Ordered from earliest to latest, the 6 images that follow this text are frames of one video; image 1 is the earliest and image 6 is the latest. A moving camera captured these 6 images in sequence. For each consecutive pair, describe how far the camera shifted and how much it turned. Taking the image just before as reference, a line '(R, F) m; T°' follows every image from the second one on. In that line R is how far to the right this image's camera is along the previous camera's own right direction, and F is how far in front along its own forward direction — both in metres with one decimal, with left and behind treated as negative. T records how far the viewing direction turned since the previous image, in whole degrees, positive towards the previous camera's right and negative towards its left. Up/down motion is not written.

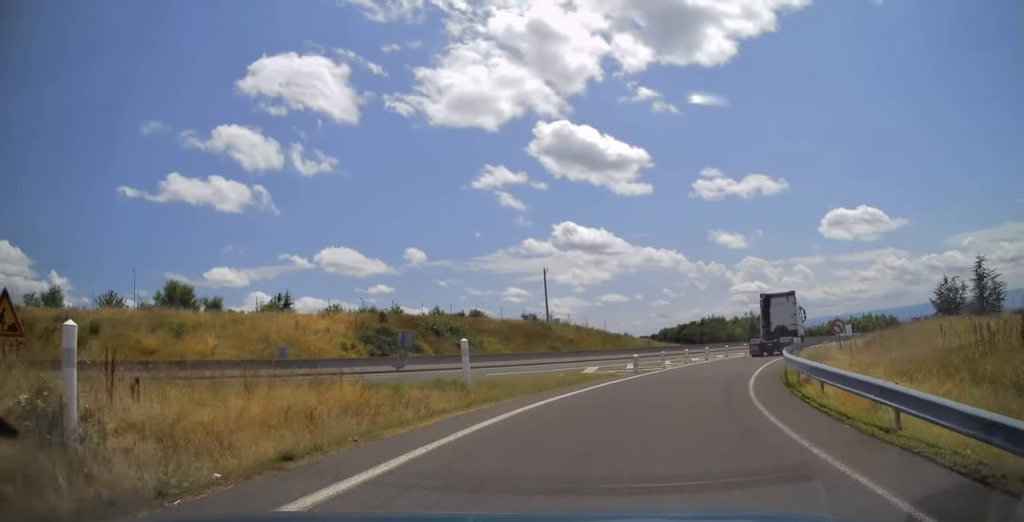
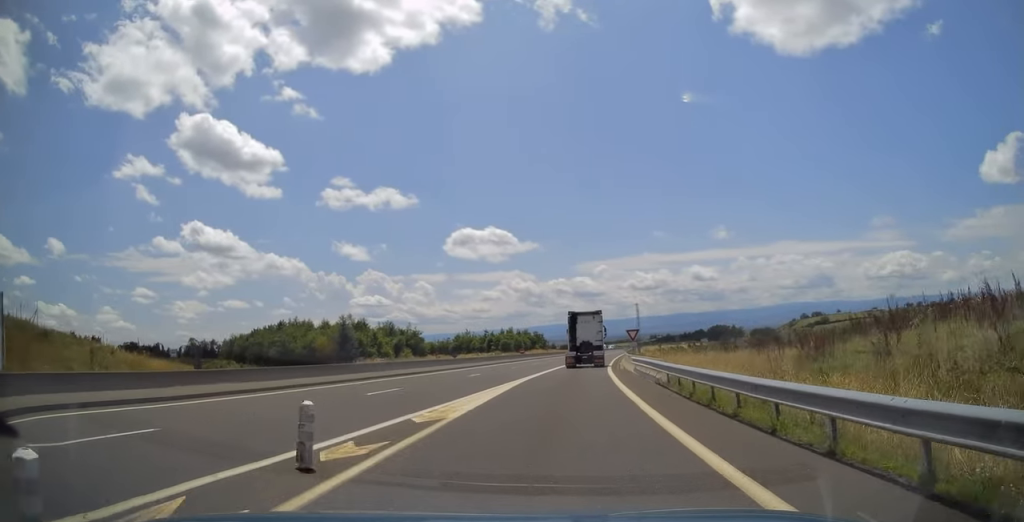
(+19.0, +40.6) m; +43°
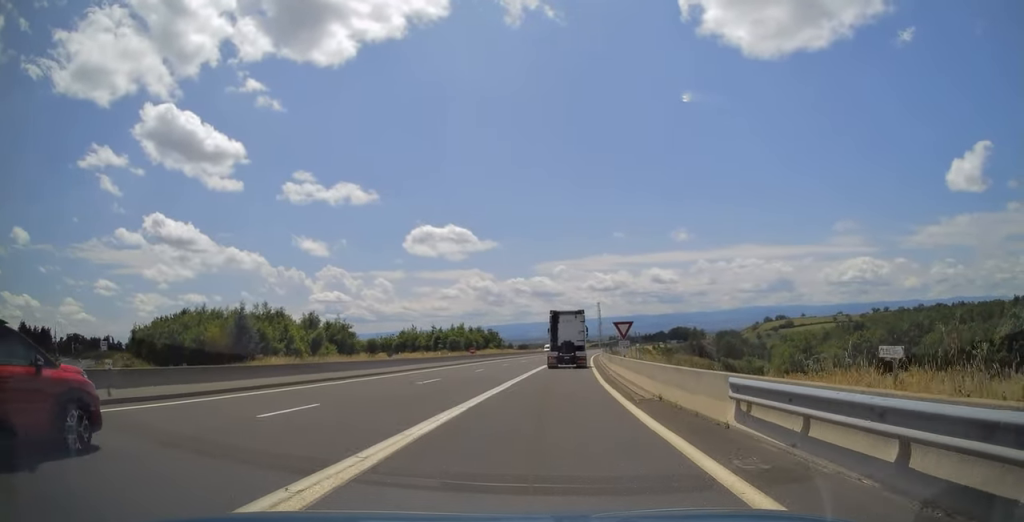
(+0.9, +18.4) m; +5°
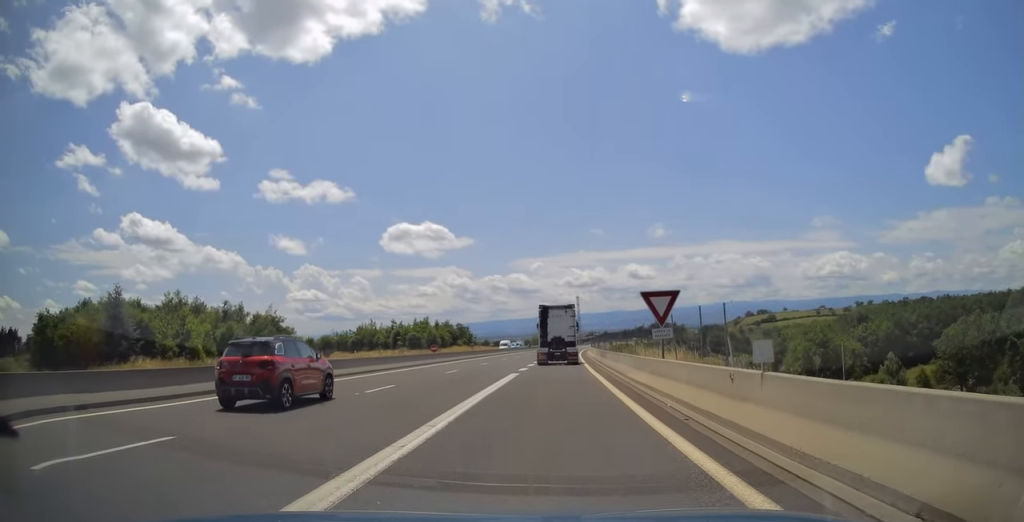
(+0.7, +17.6) m; +3°
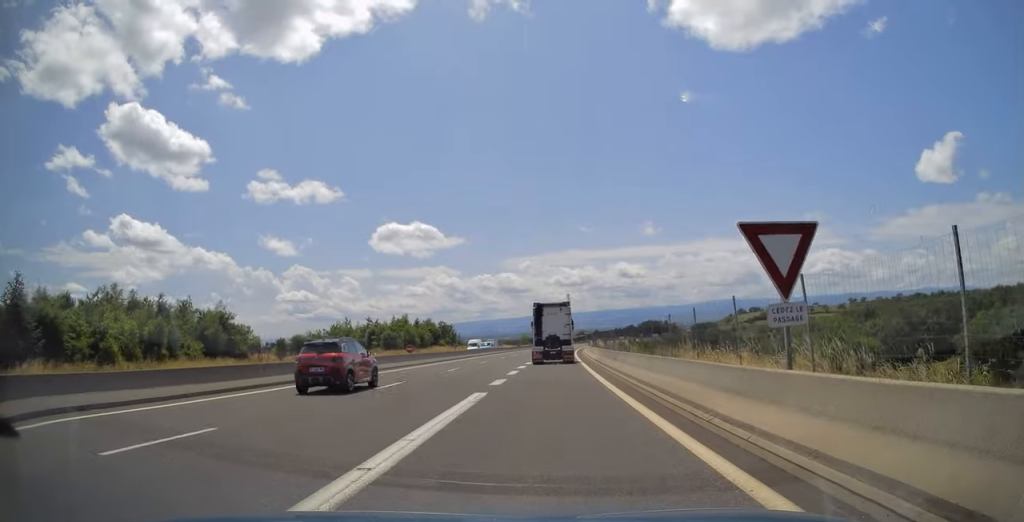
(+0.1, +10.9) m; +1°
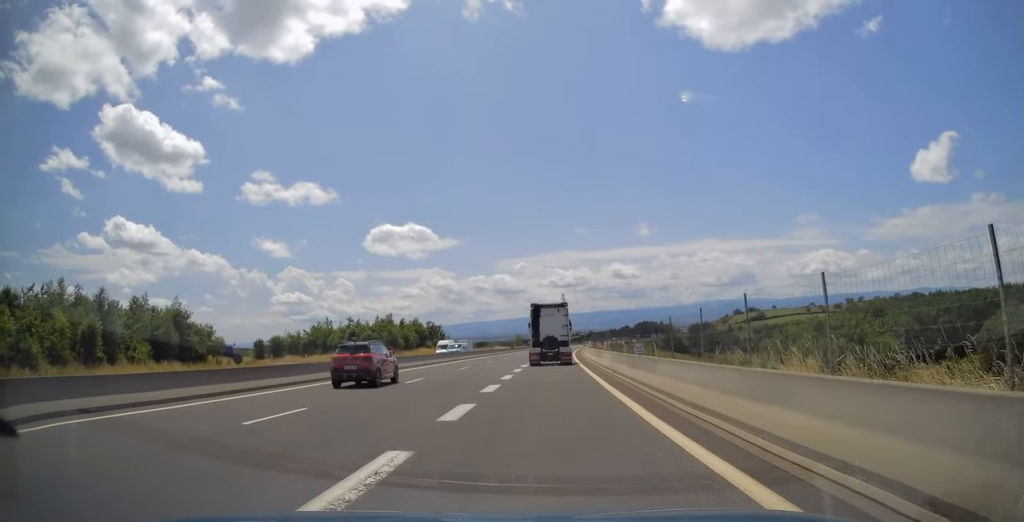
(+0.1, +8.7) m; +1°
